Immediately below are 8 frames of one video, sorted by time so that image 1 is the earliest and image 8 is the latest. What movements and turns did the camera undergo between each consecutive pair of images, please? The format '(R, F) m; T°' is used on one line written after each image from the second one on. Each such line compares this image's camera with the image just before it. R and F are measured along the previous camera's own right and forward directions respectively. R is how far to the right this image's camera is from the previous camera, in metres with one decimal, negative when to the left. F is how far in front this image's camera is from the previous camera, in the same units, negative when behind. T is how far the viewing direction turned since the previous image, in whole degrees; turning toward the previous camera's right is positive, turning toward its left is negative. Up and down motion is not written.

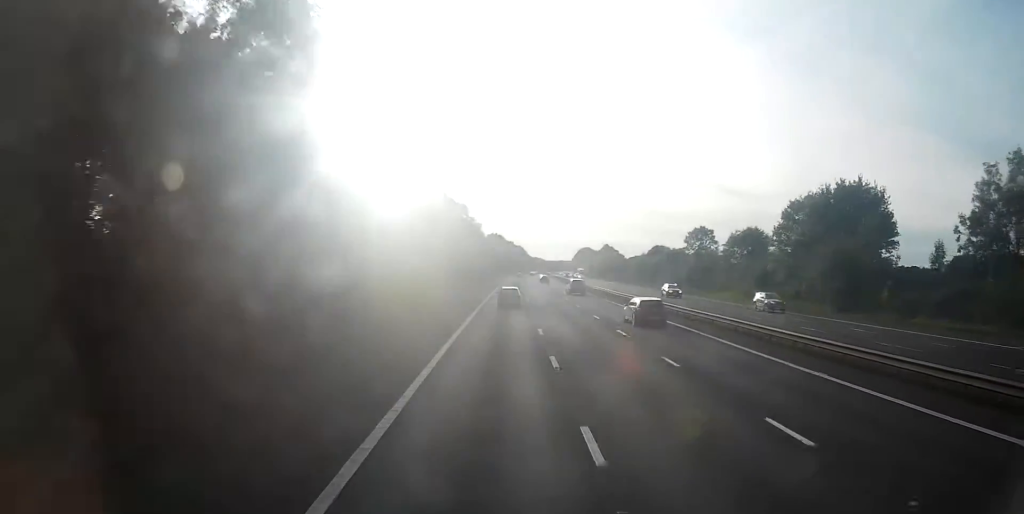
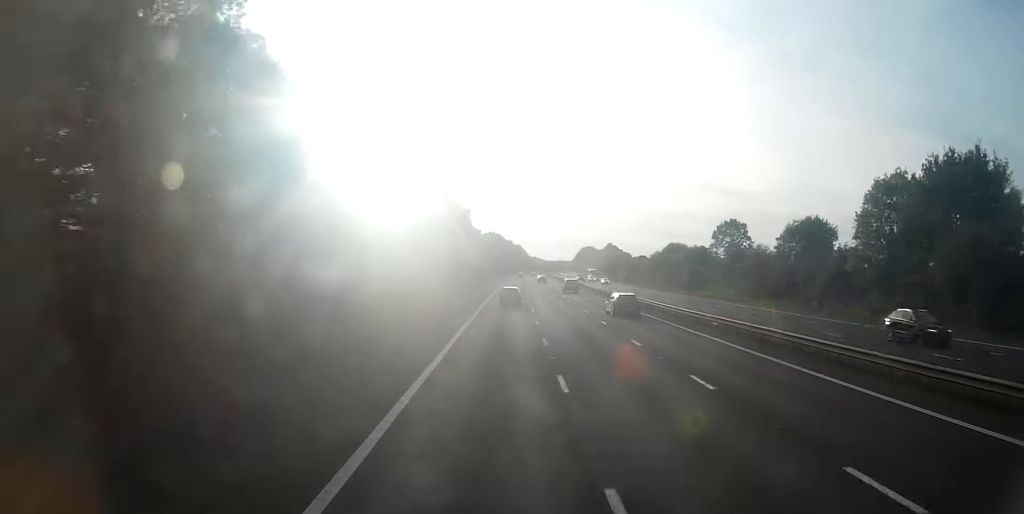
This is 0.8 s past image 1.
(+0.1, +20.9) m; -1°
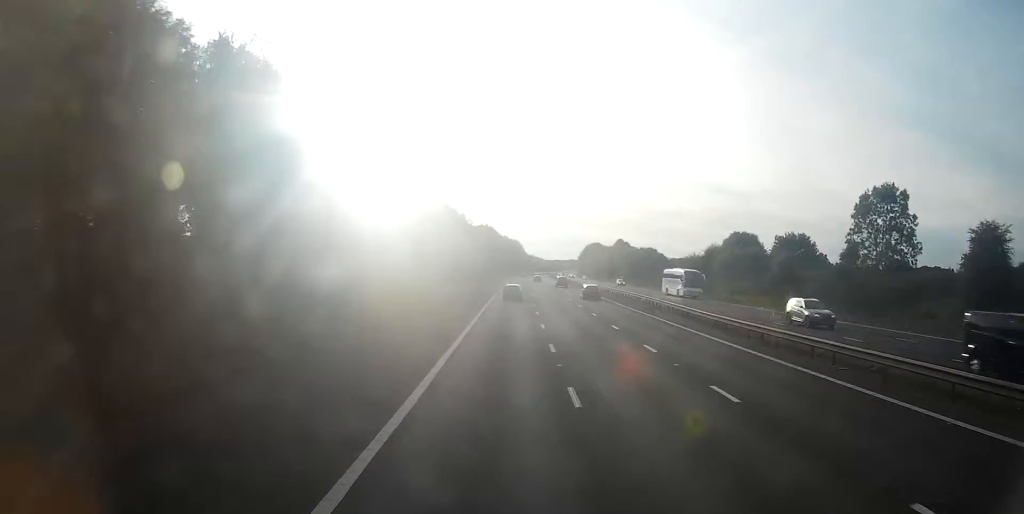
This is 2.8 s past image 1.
(0.0, +54.7) m; +1°
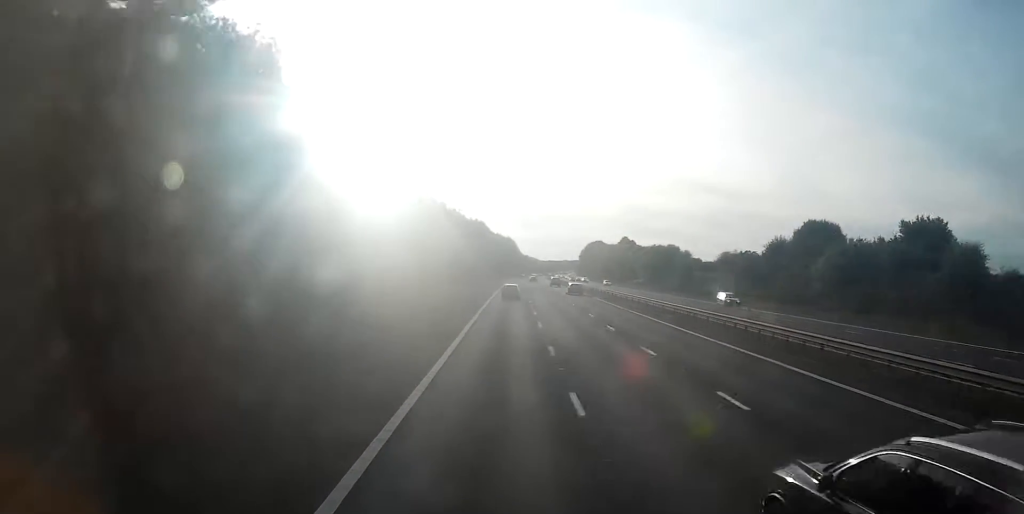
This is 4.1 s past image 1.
(-0.1, +35.6) m; 0°
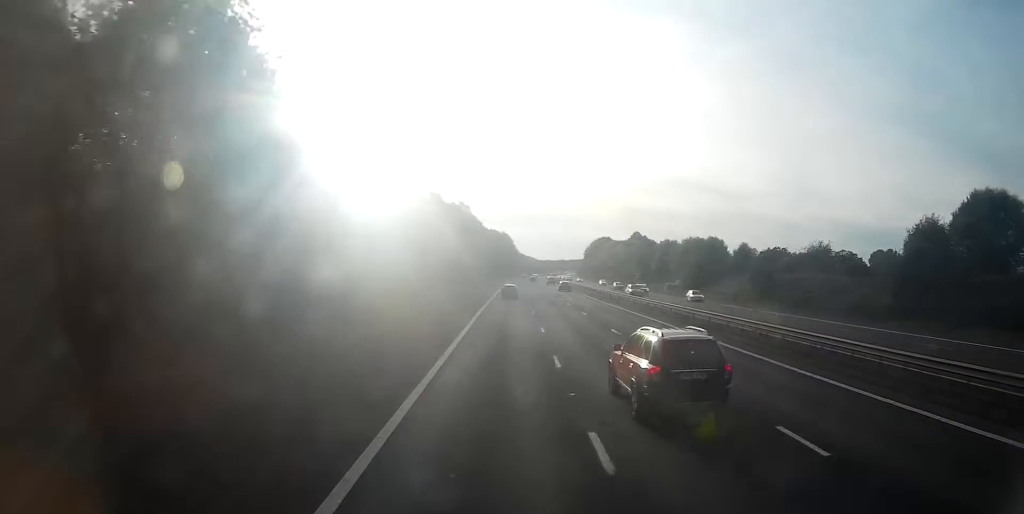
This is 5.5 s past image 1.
(+0.5, +39.4) m; +1°
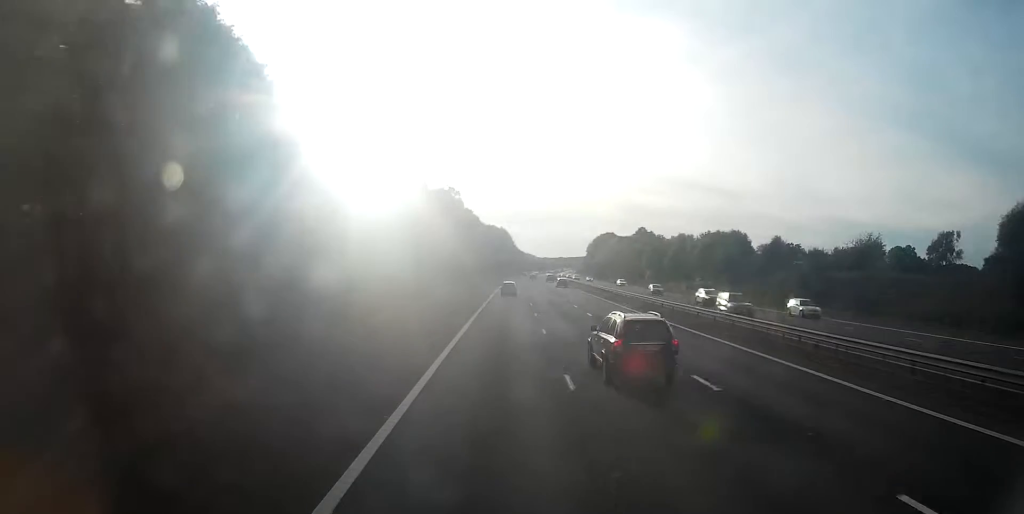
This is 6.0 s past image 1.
(+0.1, +14.7) m; 0°
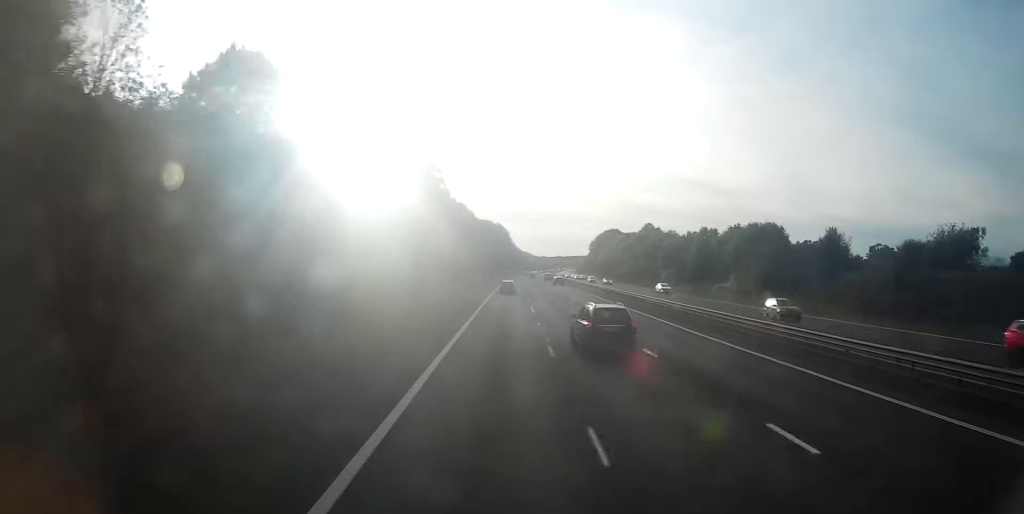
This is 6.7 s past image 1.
(0.0, +18.4) m; 0°
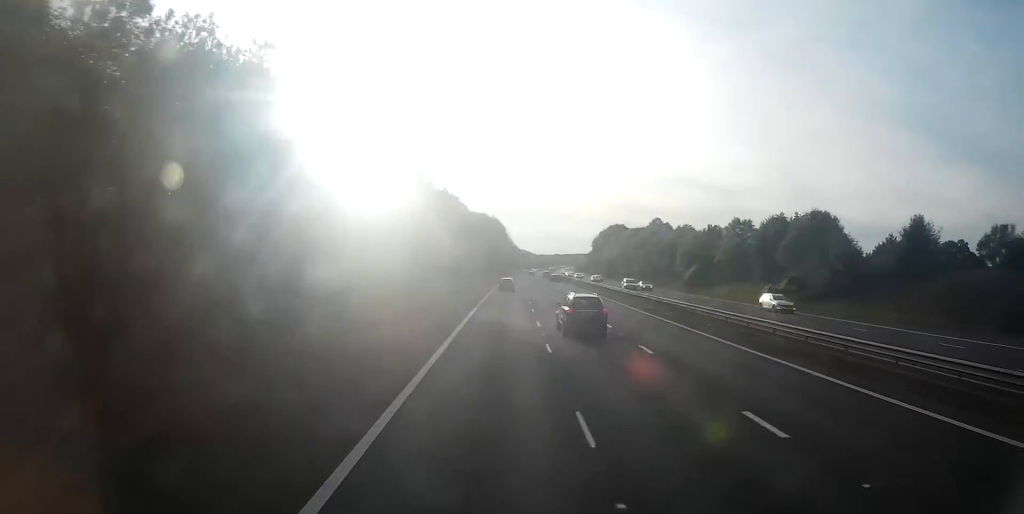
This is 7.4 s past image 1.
(0.0, +19.3) m; -1°
